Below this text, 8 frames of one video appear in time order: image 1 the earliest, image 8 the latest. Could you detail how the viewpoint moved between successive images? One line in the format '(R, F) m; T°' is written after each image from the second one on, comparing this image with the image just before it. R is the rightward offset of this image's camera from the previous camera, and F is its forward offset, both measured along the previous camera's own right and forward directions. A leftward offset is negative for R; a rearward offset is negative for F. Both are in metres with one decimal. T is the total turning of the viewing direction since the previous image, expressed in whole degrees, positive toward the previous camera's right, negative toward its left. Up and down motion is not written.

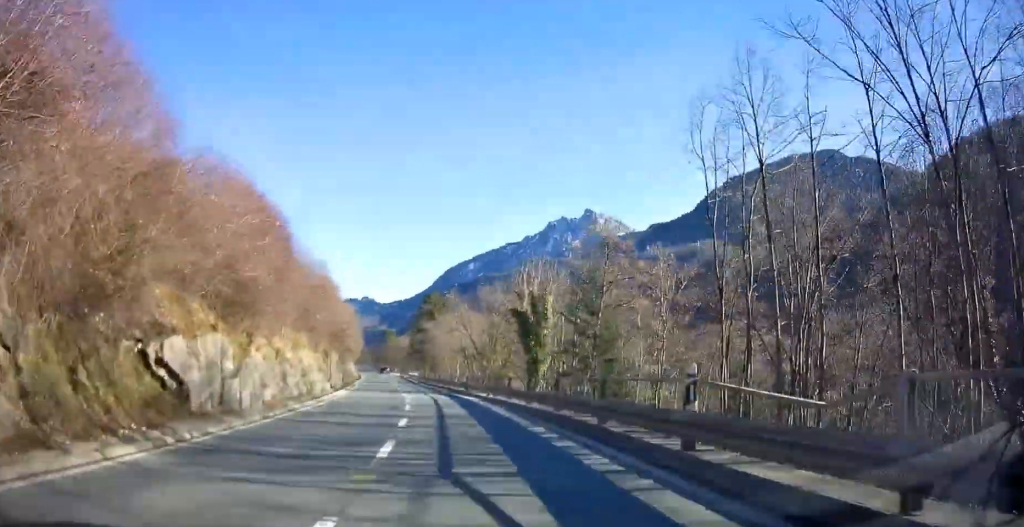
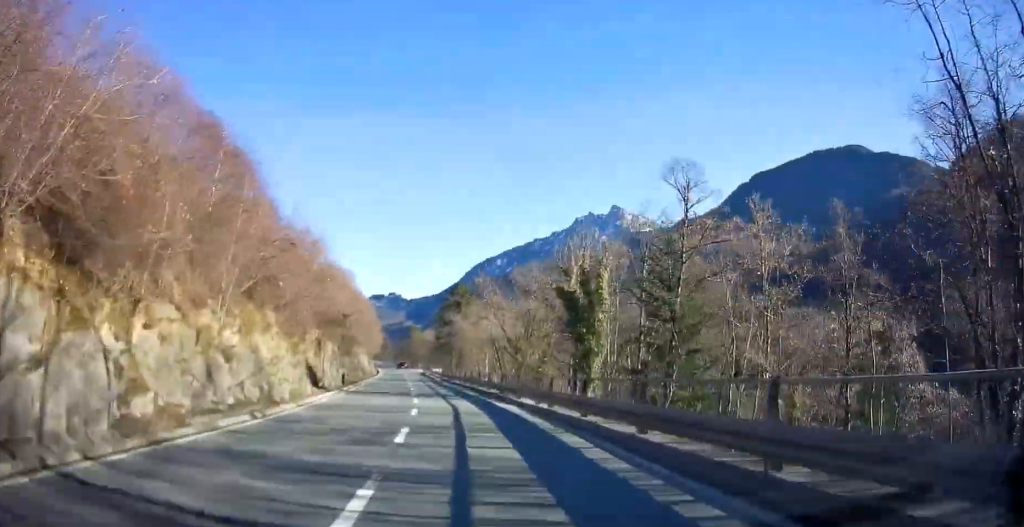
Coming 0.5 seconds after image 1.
(-0.5, +10.0) m; -2°
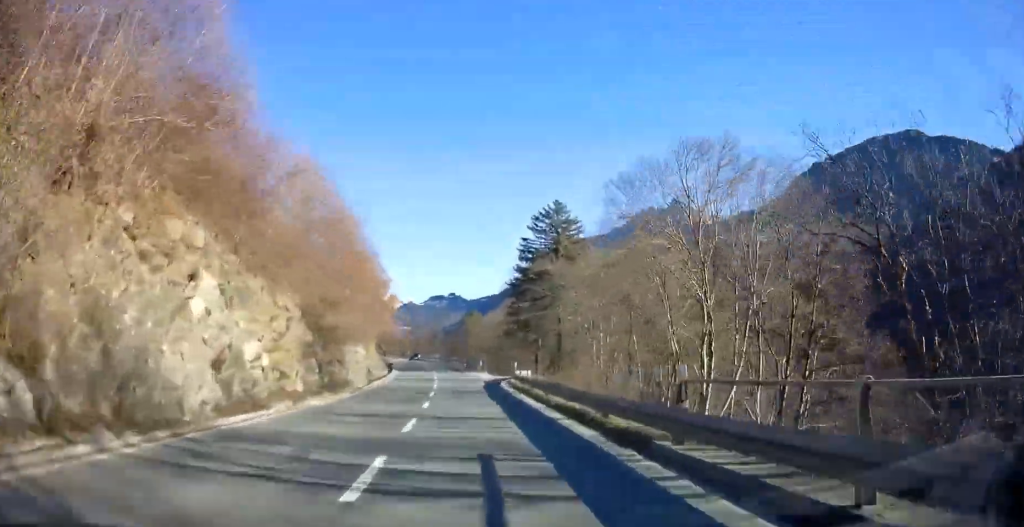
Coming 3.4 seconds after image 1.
(-3.0, +57.1) m; -5°
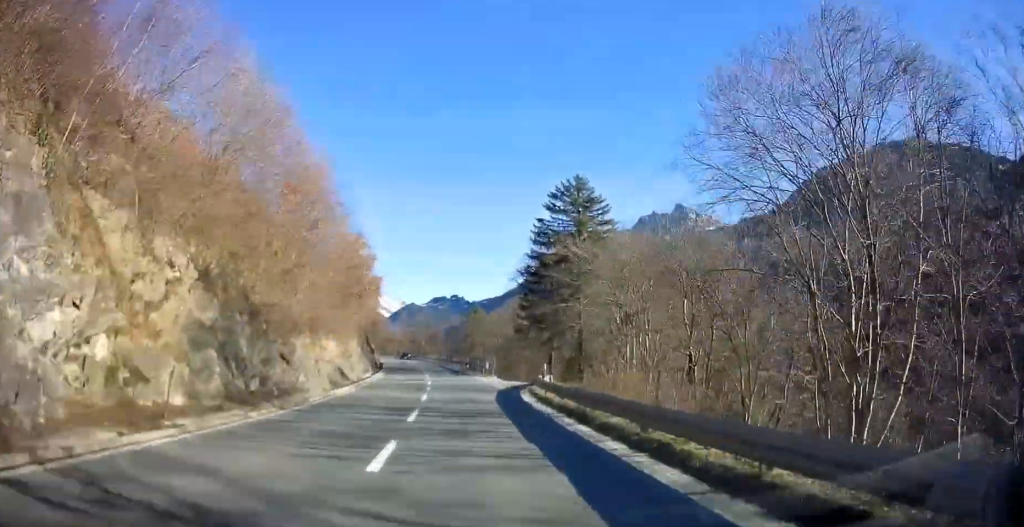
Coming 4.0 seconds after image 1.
(-0.1, +10.9) m; -1°
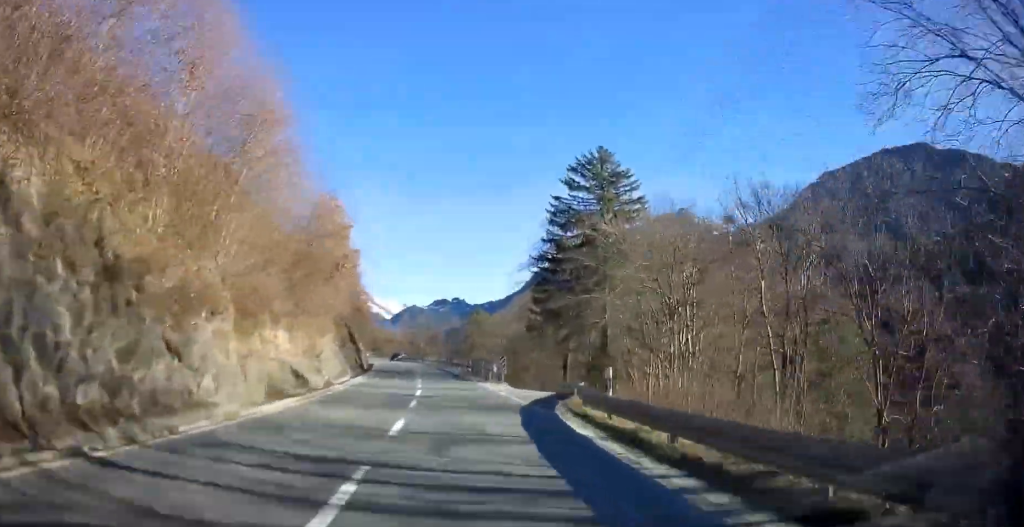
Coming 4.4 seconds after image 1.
(0.0, +8.9) m; -1°
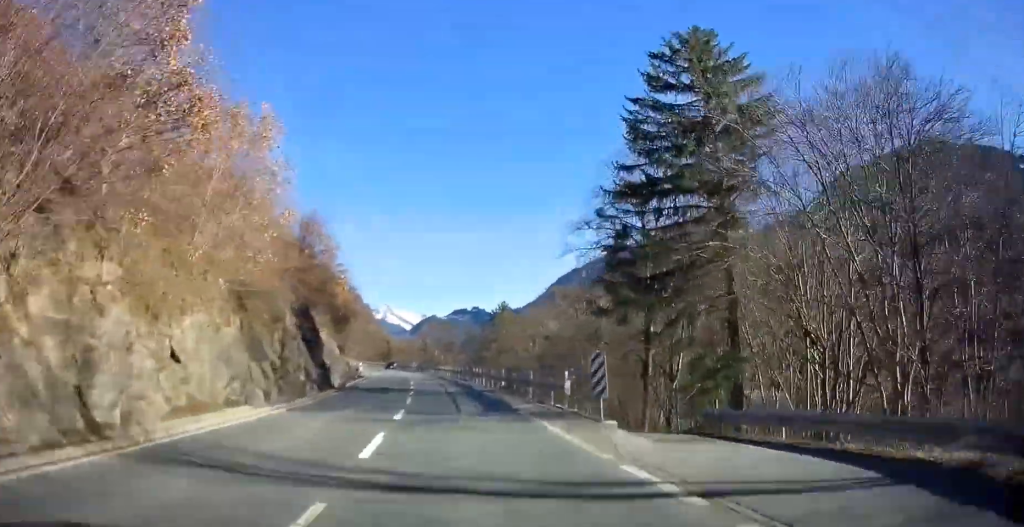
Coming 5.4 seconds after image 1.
(-0.2, +20.0) m; -2°
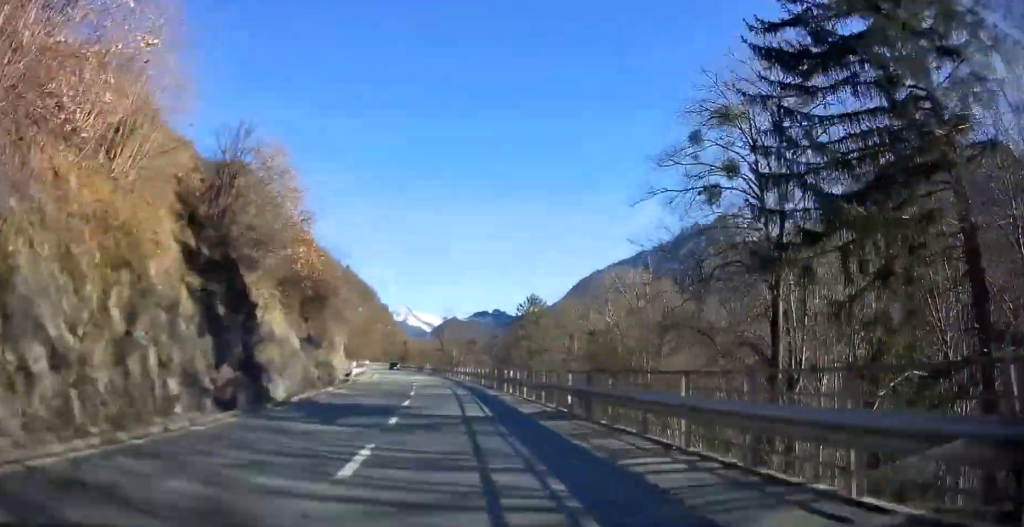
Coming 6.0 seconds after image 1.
(-0.4, +14.0) m; -1°
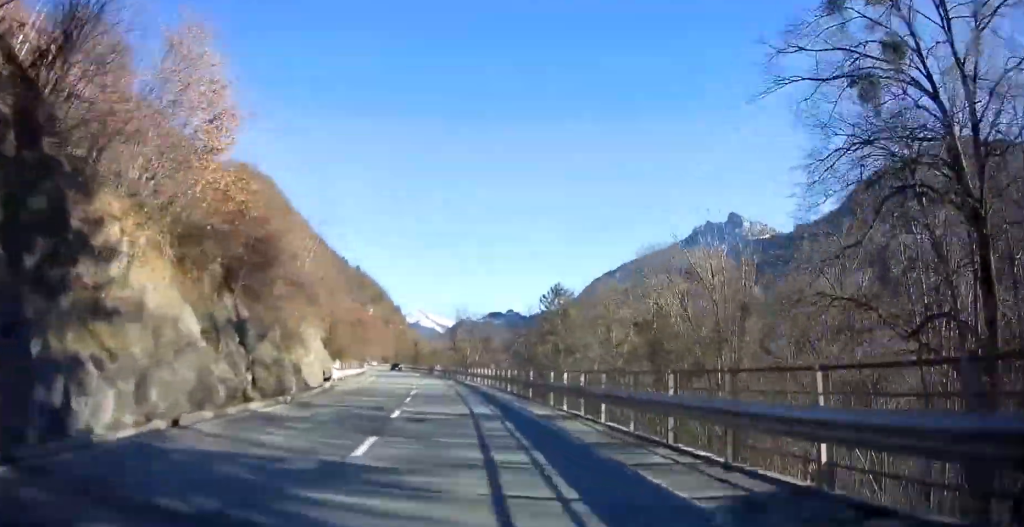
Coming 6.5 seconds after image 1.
(+0.1, +11.0) m; -1°
